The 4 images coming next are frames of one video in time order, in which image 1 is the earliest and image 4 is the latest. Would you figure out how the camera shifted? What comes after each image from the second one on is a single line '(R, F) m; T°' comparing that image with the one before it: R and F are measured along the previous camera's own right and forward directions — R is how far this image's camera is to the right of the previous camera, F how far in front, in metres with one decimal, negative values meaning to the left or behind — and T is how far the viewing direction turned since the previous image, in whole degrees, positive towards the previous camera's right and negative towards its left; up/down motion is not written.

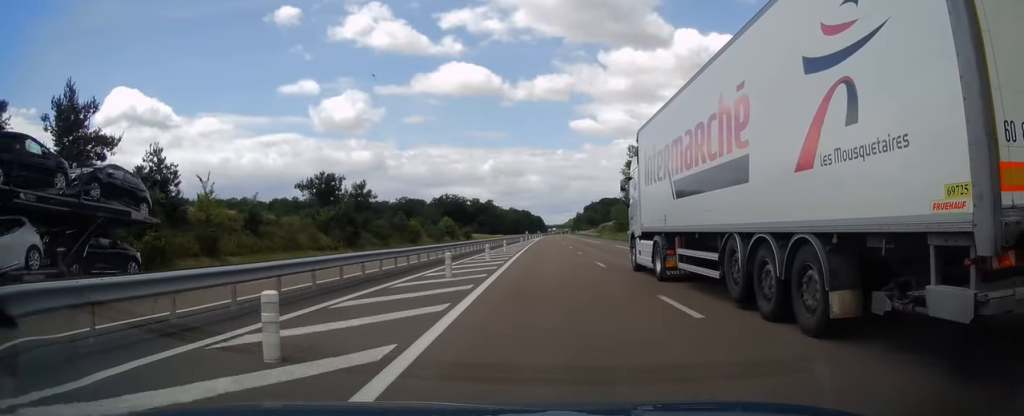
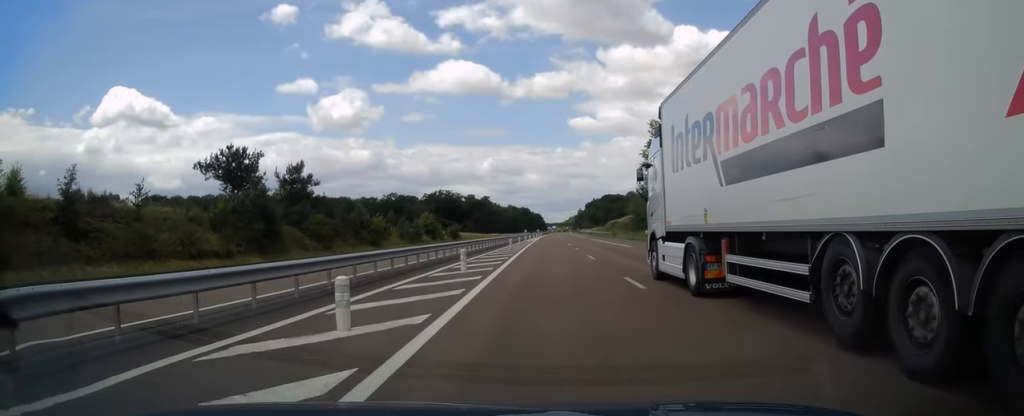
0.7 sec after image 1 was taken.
(0.0, +21.6) m; 0°
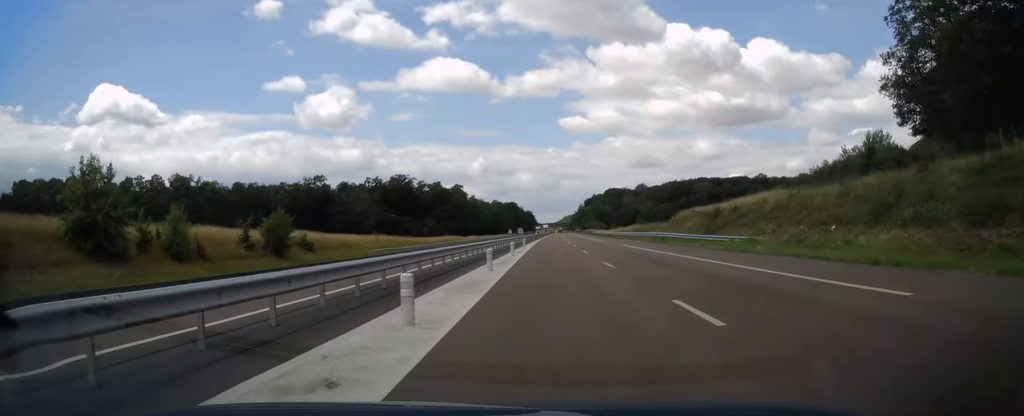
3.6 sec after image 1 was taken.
(+0.1, +83.6) m; 0°
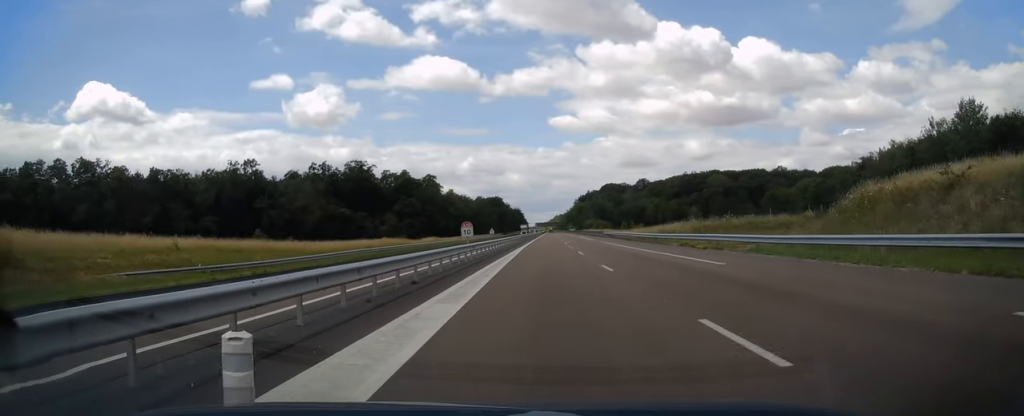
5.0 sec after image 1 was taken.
(+0.4, +41.8) m; 0°
